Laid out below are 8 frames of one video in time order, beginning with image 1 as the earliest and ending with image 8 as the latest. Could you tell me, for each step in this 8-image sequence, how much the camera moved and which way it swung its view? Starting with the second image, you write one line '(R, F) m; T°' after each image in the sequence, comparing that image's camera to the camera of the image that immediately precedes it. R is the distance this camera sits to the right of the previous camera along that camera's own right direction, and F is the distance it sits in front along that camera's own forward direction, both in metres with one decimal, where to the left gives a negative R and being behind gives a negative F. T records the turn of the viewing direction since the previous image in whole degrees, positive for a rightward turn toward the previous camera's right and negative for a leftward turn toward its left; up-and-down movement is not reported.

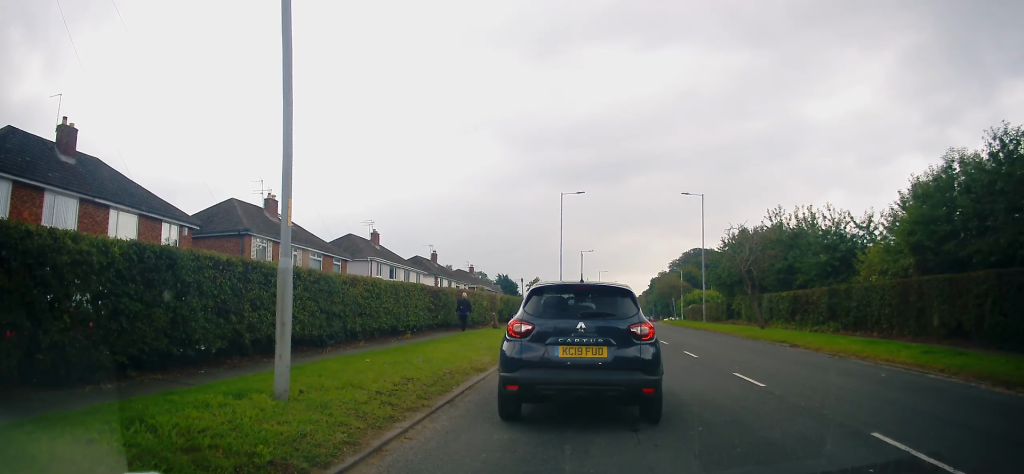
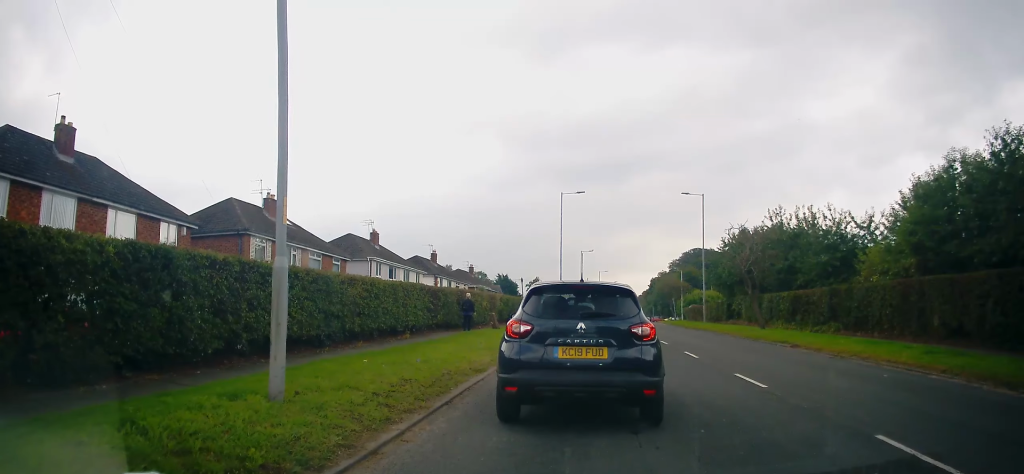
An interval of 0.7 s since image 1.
(0.0, 0.0) m; 0°
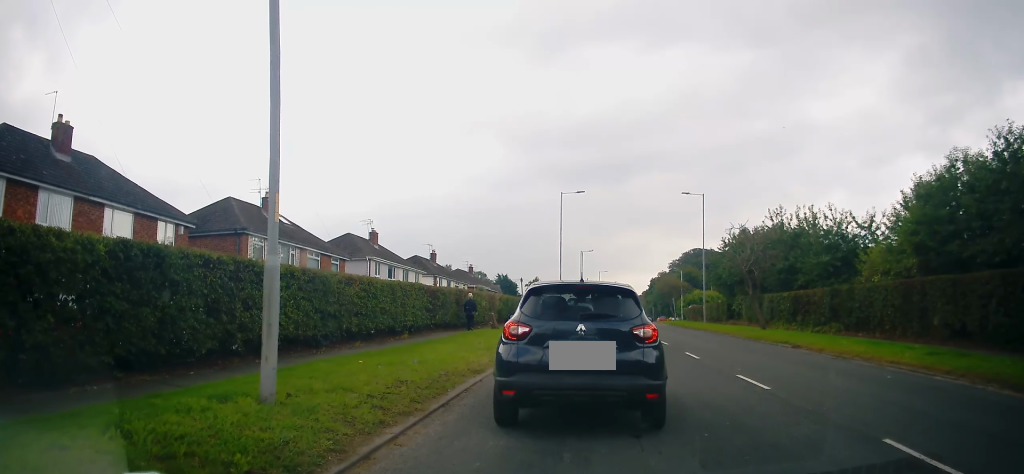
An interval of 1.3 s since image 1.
(0.0, 0.0) m; 0°
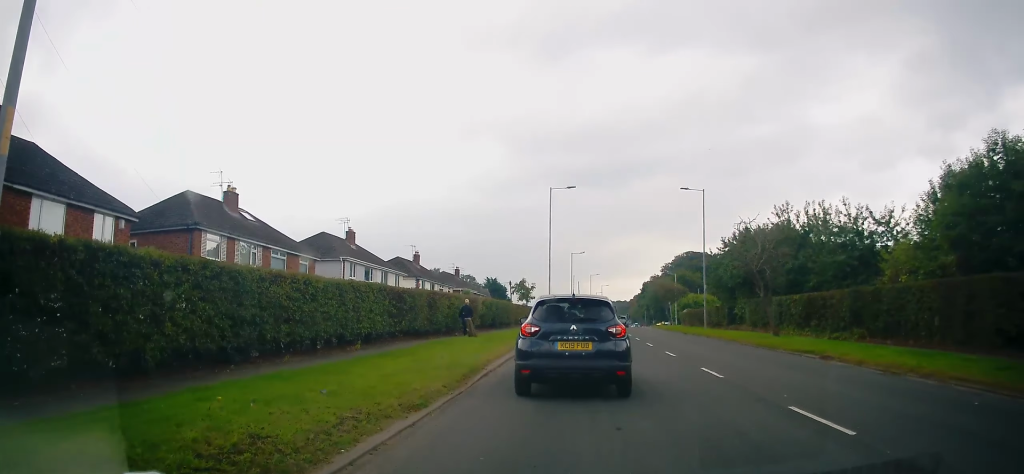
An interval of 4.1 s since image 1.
(-0.2, +2.2) m; +1°
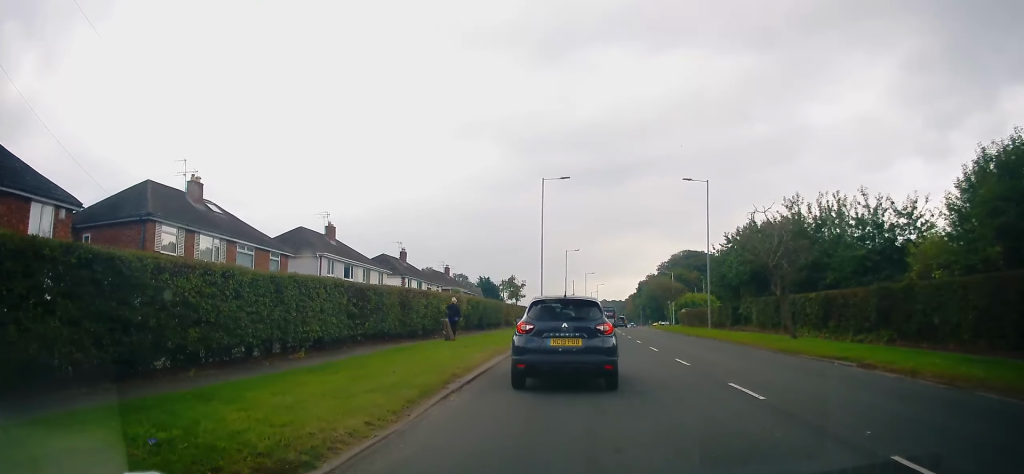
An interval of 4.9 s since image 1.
(+0.1, +2.6) m; +4°
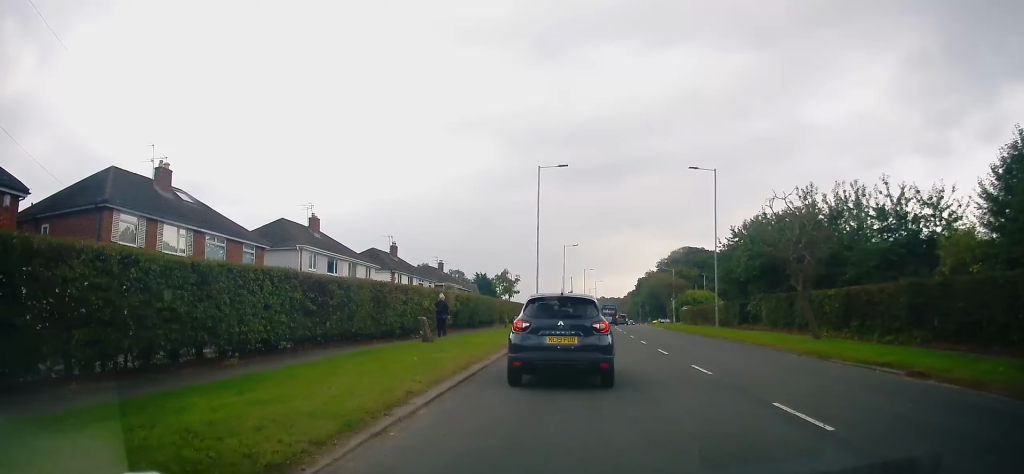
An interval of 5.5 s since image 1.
(0.0, +2.6) m; 0°
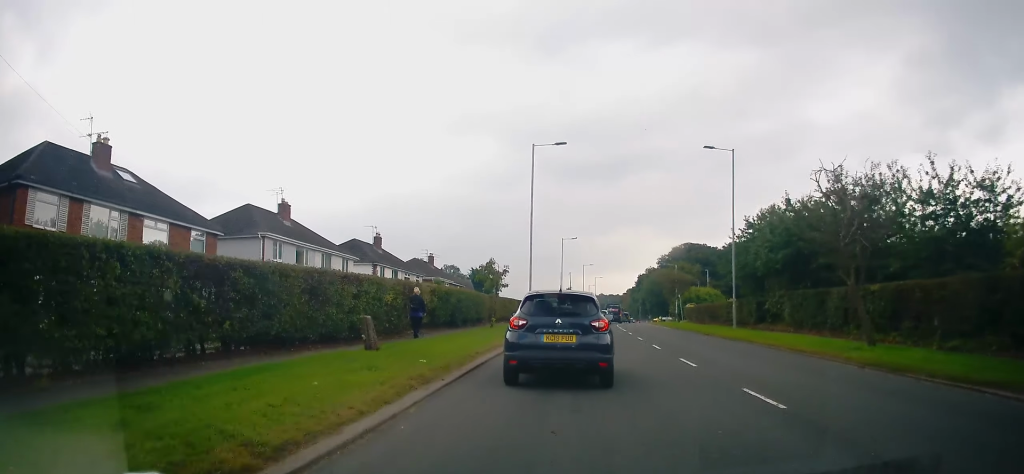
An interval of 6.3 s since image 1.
(0.0, +4.2) m; 0°
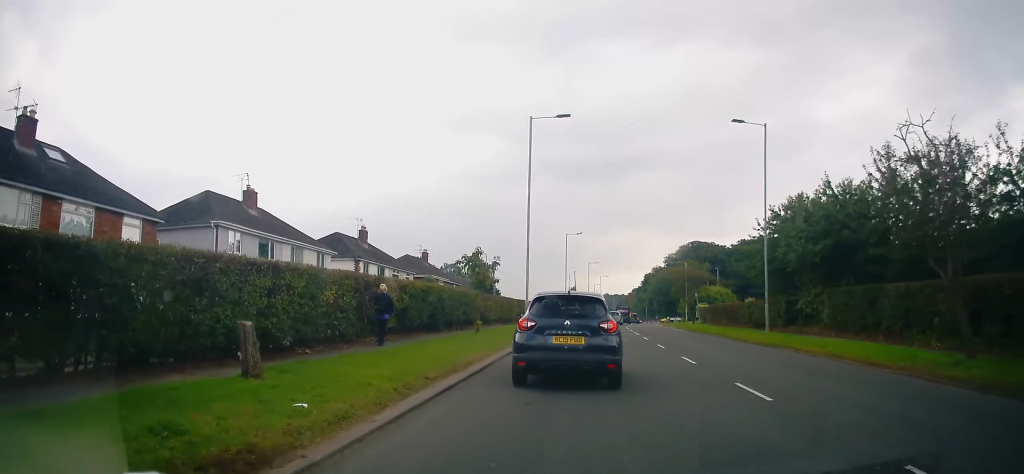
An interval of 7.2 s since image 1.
(0.0, +4.8) m; 0°
